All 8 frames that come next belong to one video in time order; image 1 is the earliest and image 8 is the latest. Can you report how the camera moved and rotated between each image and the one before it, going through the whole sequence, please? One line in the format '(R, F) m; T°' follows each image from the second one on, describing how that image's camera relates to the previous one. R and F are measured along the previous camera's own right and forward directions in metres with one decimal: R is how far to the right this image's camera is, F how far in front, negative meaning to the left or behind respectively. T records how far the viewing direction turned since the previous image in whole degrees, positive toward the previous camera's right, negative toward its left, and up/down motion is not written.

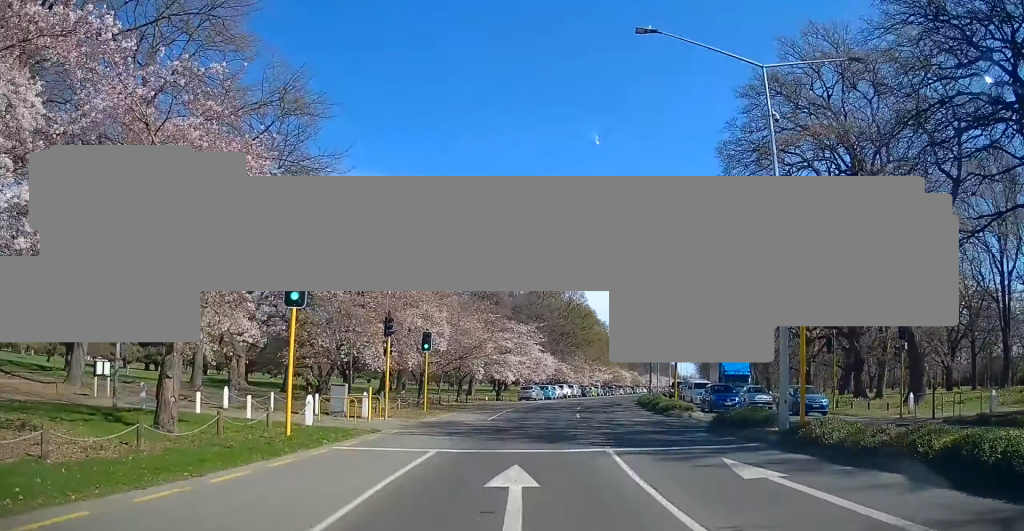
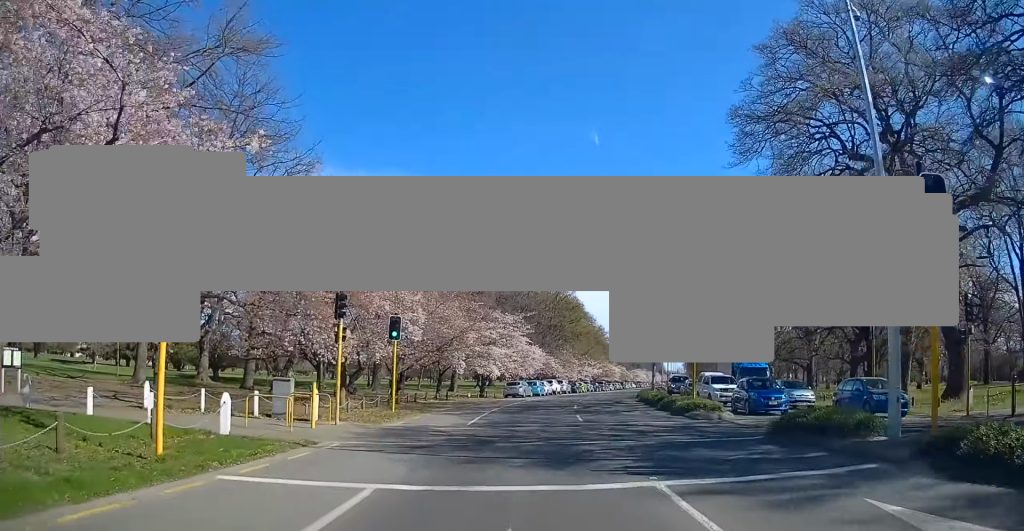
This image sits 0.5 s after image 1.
(+0.1, +5.3) m; +2°
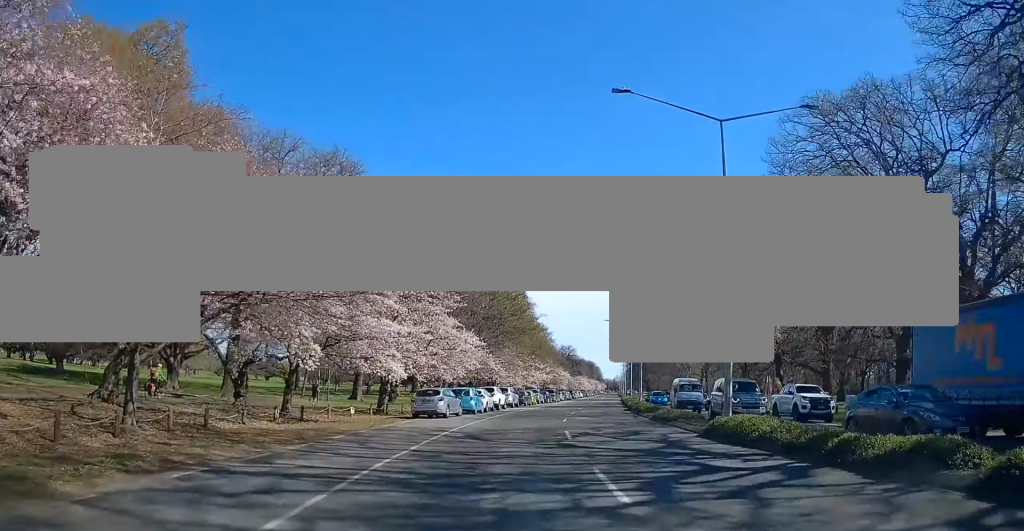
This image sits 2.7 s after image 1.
(+0.9, +23.9) m; +3°
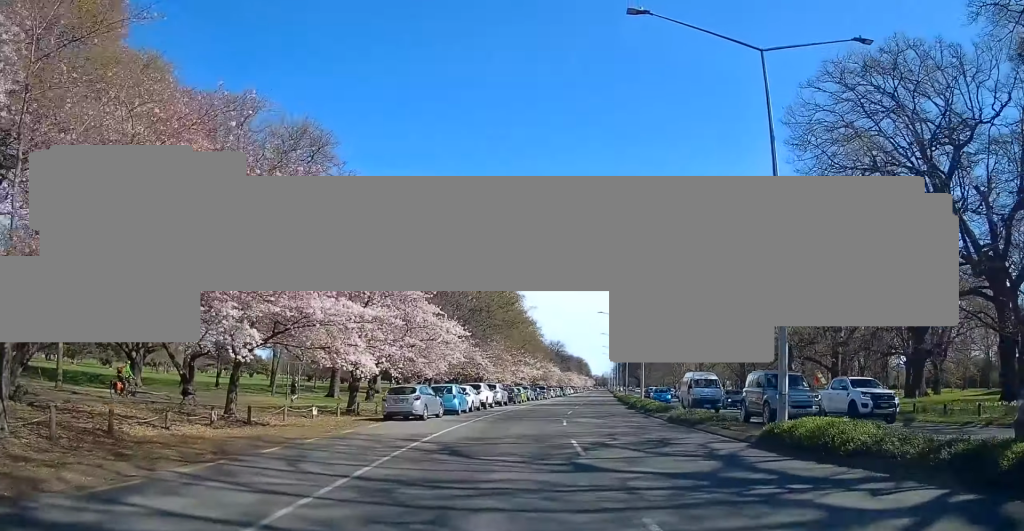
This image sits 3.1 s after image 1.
(-0.2, +4.8) m; +1°
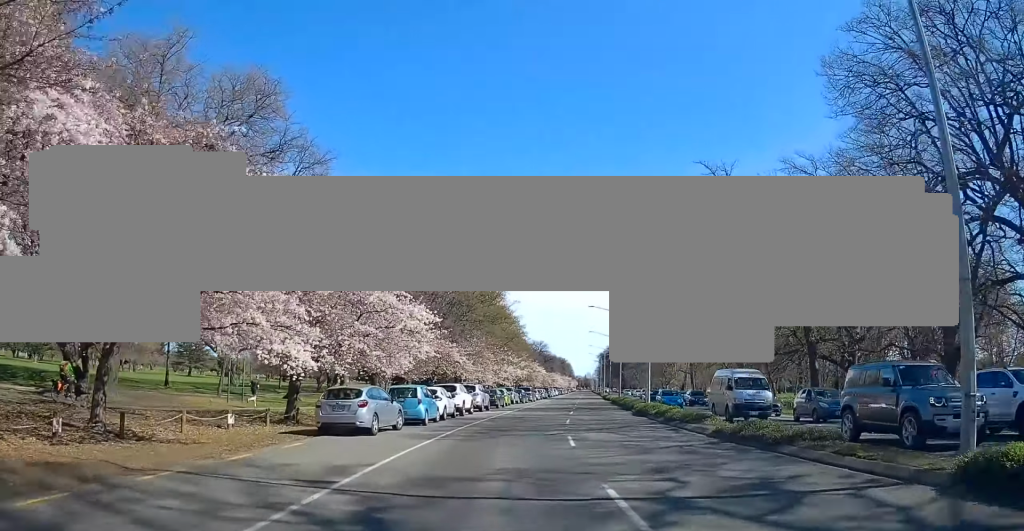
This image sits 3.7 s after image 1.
(+0.1, +7.4) m; +3°
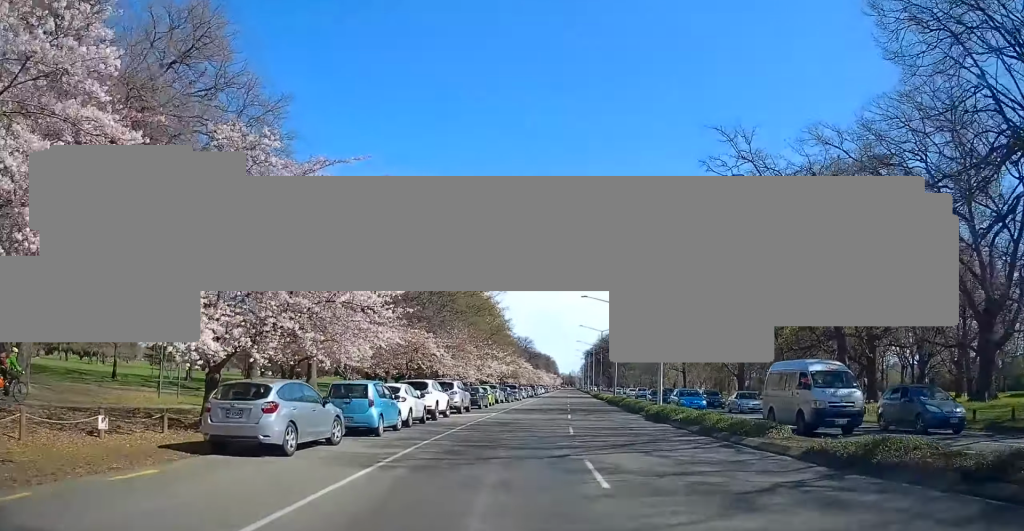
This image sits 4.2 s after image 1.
(+0.1, +6.8) m; +4°
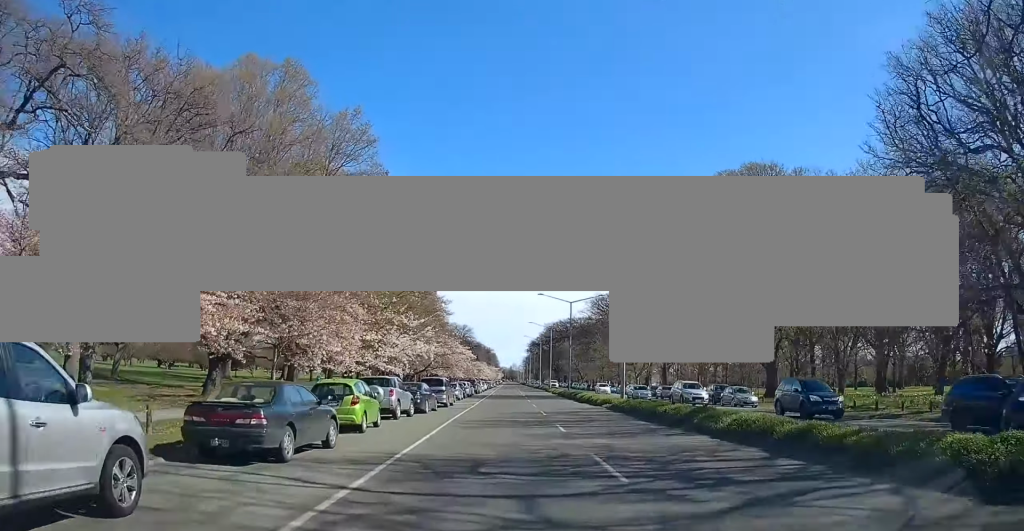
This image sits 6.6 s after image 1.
(+1.4, +30.0) m; +4°
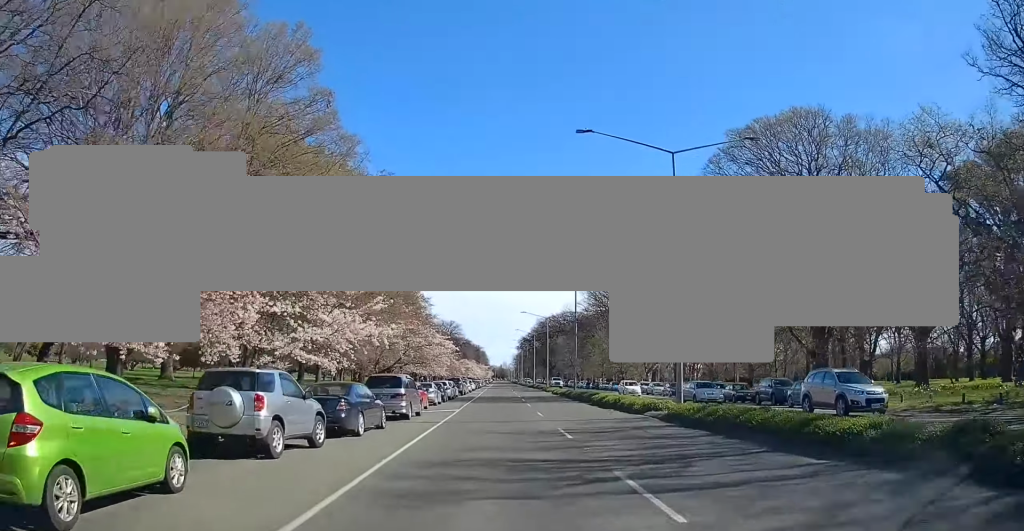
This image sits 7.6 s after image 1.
(+0.5, +13.2) m; 0°
